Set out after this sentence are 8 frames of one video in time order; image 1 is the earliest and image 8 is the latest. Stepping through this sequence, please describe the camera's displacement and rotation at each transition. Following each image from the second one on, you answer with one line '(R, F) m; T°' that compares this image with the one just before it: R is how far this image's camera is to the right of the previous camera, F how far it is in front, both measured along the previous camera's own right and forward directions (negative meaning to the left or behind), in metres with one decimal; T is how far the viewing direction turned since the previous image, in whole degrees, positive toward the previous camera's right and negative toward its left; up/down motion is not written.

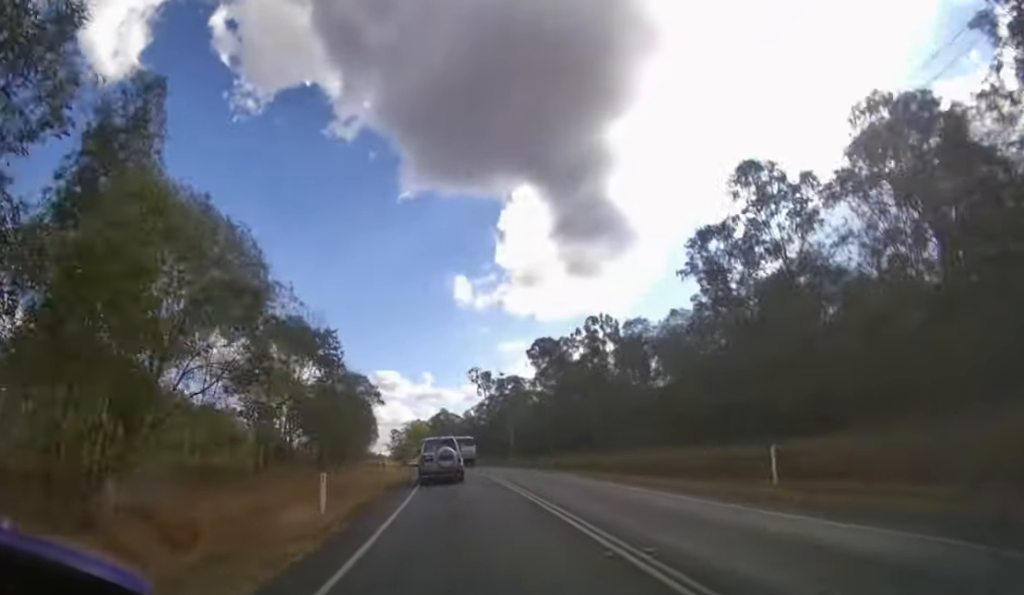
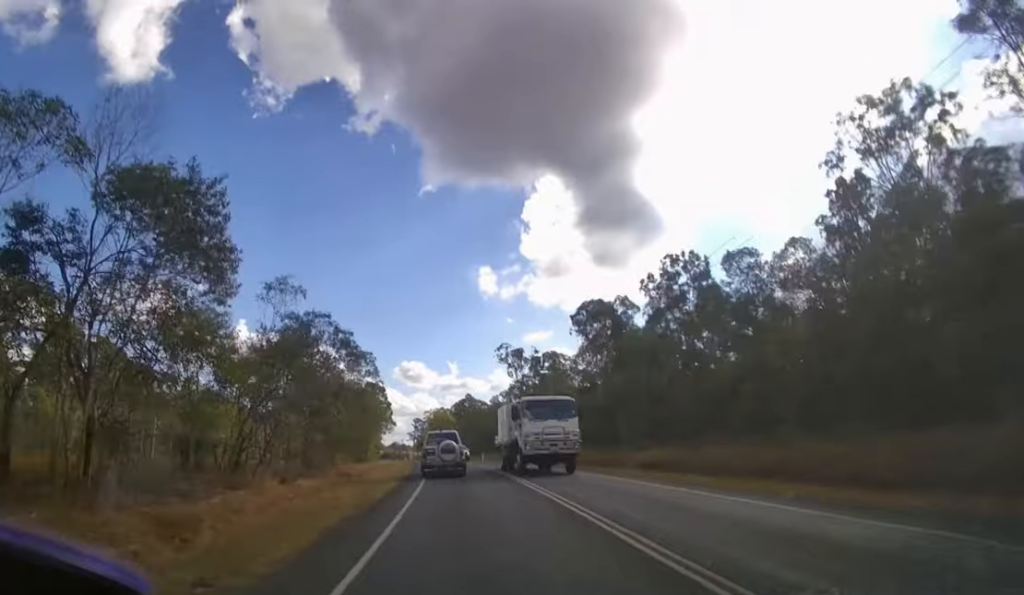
(-0.3, +16.5) m; -3°
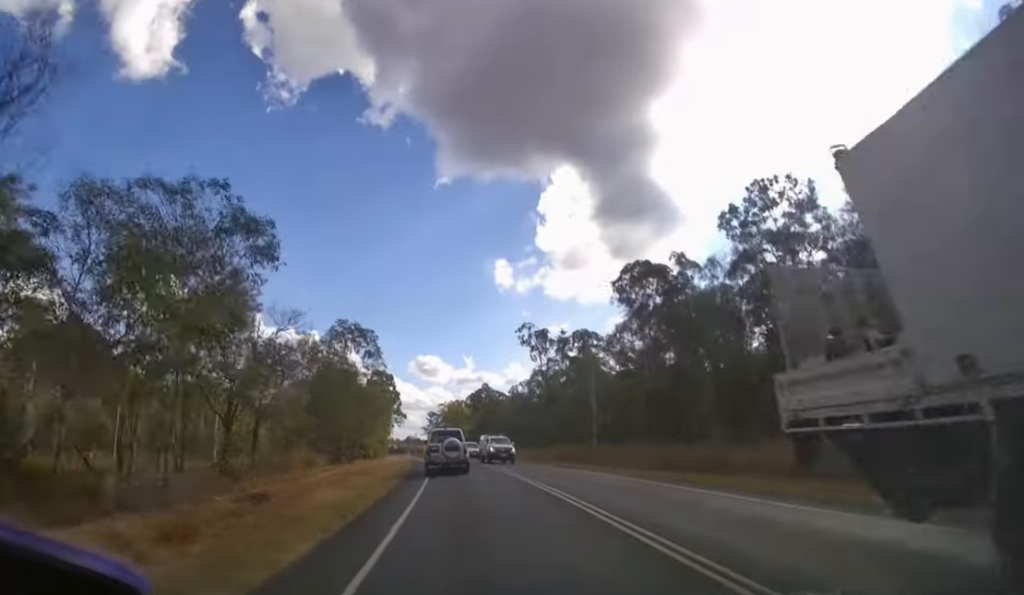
(-0.2, +10.0) m; -2°
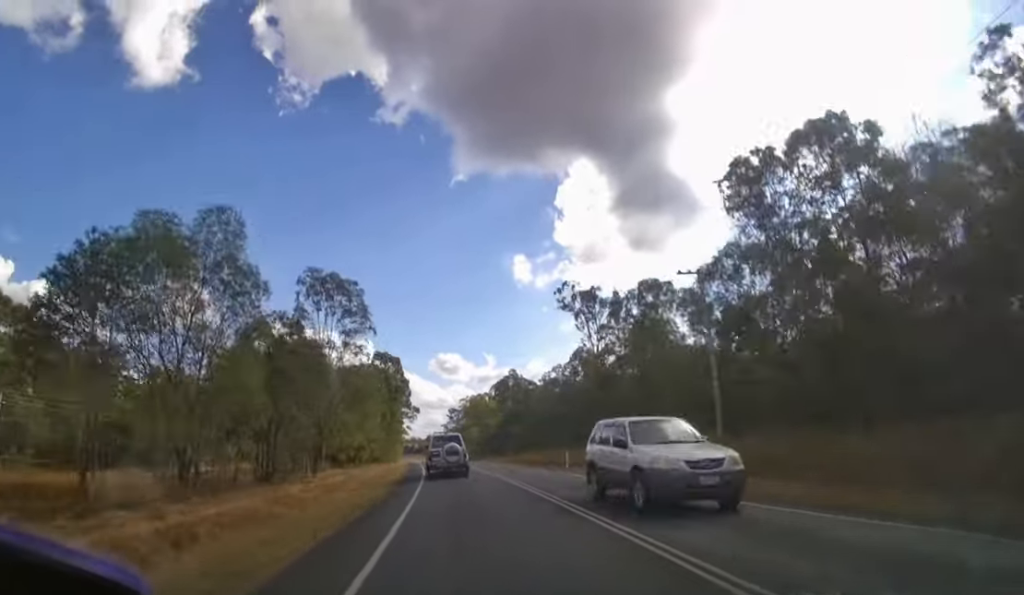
(-0.4, +18.2) m; -3°
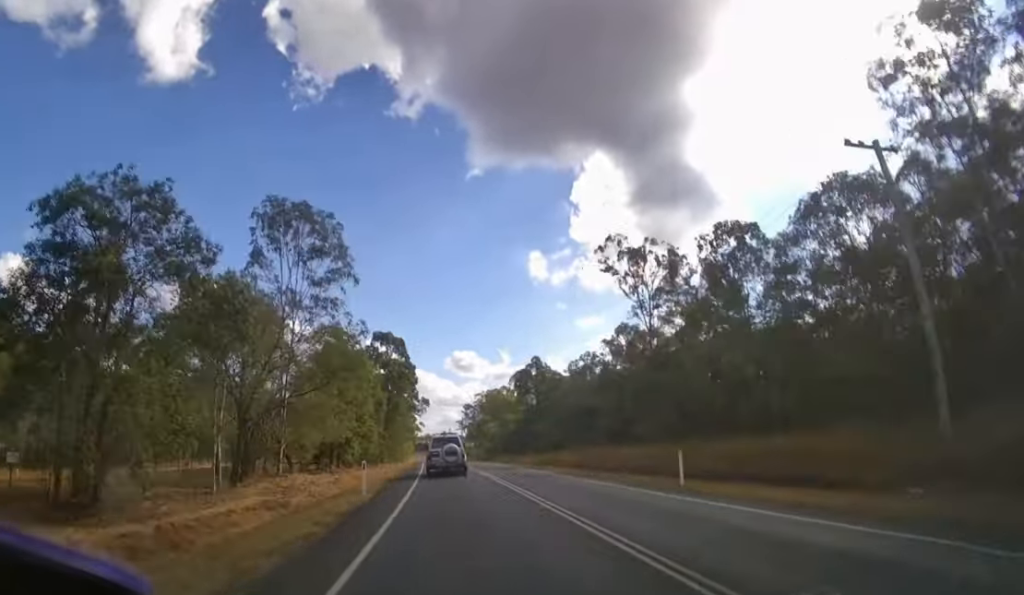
(-0.2, +11.6) m; -2°
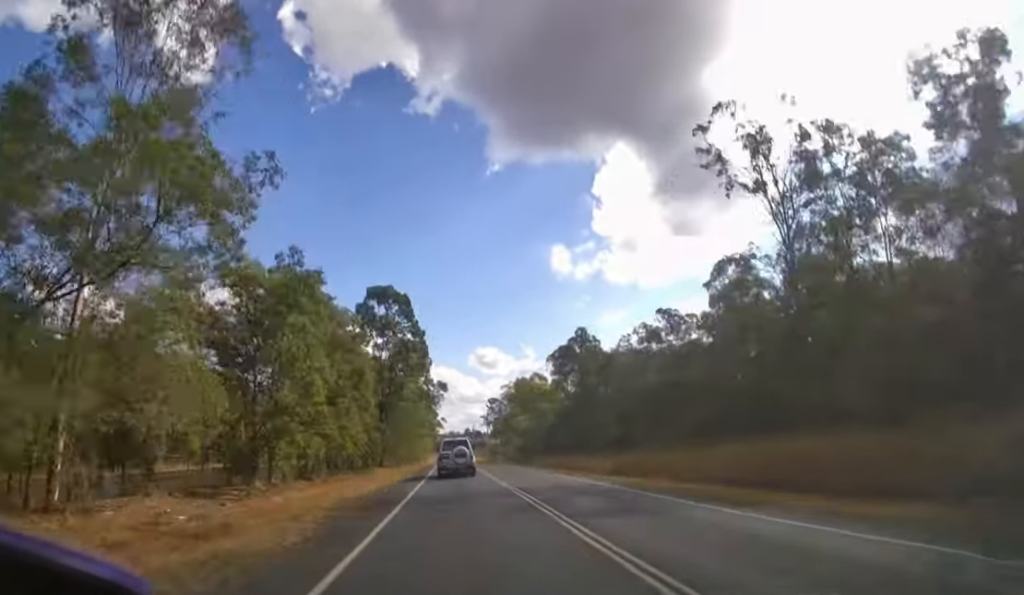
(-0.3, +17.2) m; -2°
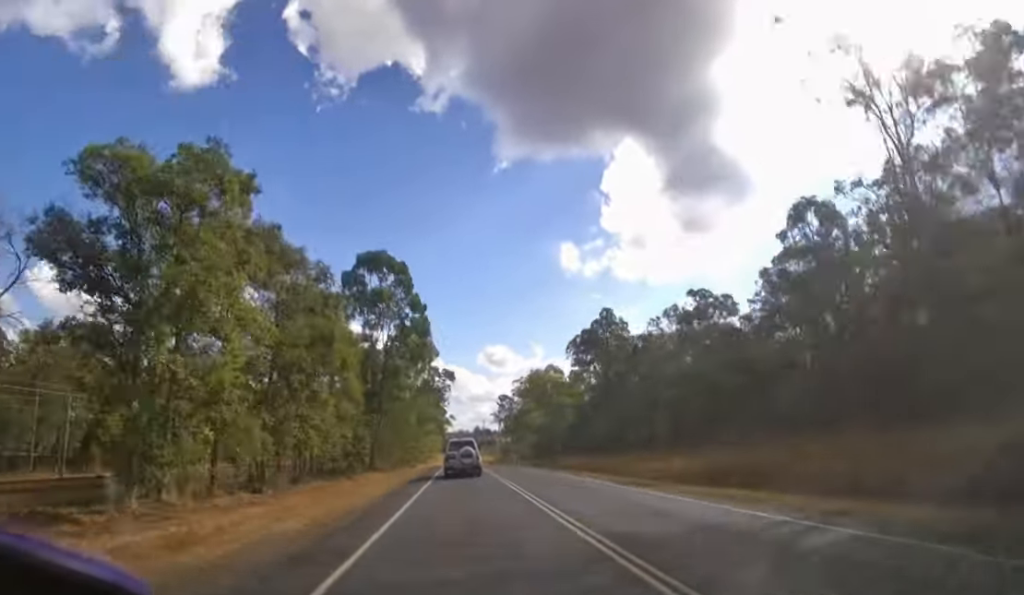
(0.0, +8.2) m; -1°
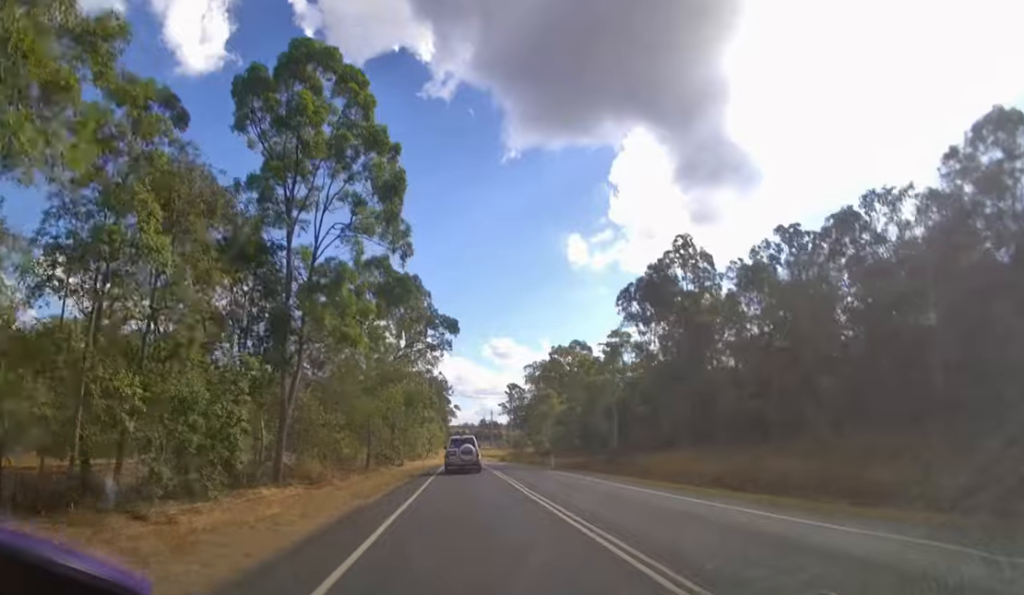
(-0.4, +22.4) m; -2°
